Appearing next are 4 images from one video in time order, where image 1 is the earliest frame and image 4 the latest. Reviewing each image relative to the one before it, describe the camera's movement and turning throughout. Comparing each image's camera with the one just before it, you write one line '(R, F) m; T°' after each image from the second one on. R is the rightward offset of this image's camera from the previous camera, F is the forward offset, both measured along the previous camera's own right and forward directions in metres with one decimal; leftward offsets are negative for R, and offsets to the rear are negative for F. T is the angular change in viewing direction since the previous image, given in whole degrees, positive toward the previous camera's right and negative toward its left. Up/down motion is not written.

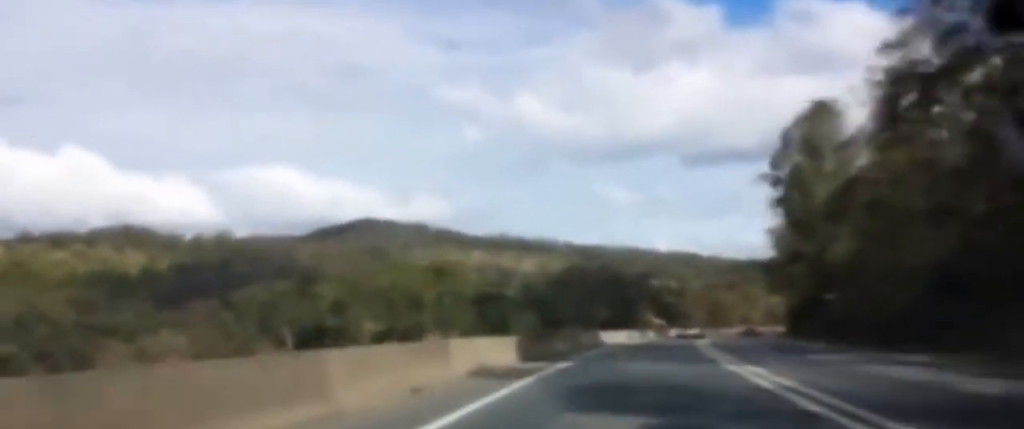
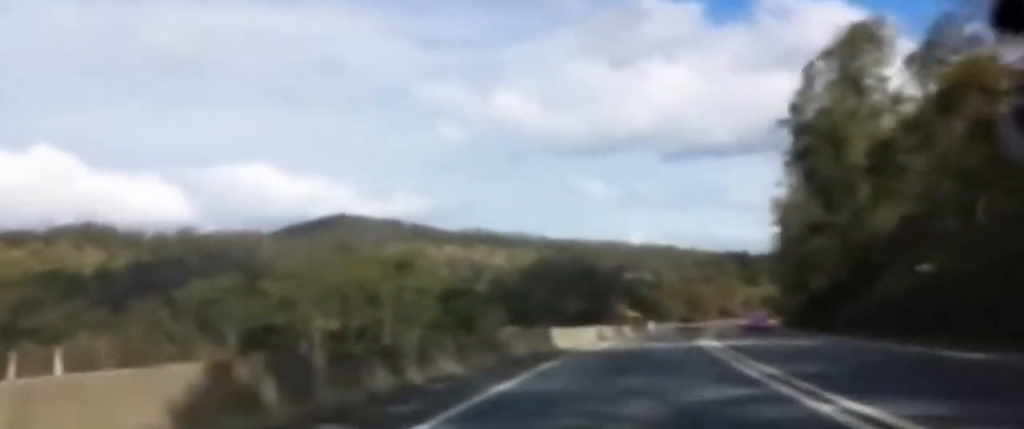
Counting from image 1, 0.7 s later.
(+0.2, +16.3) m; +1°
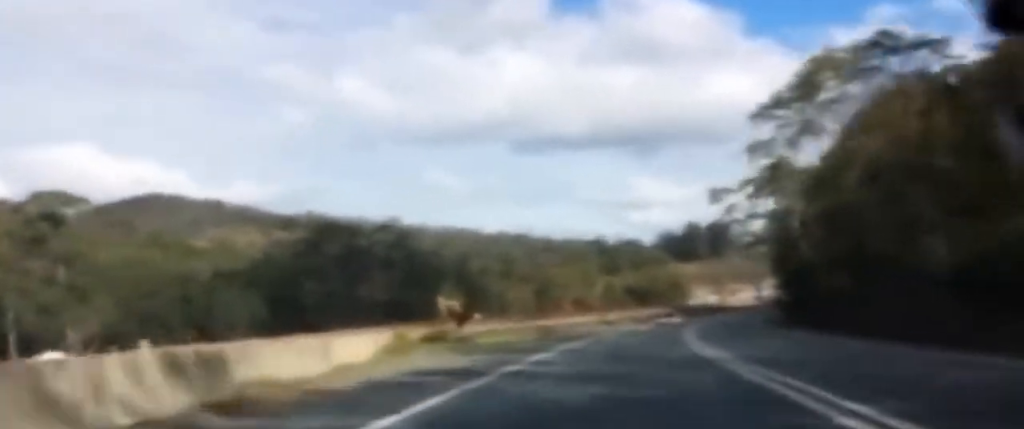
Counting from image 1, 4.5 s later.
(+6.0, +88.6) m; +7°
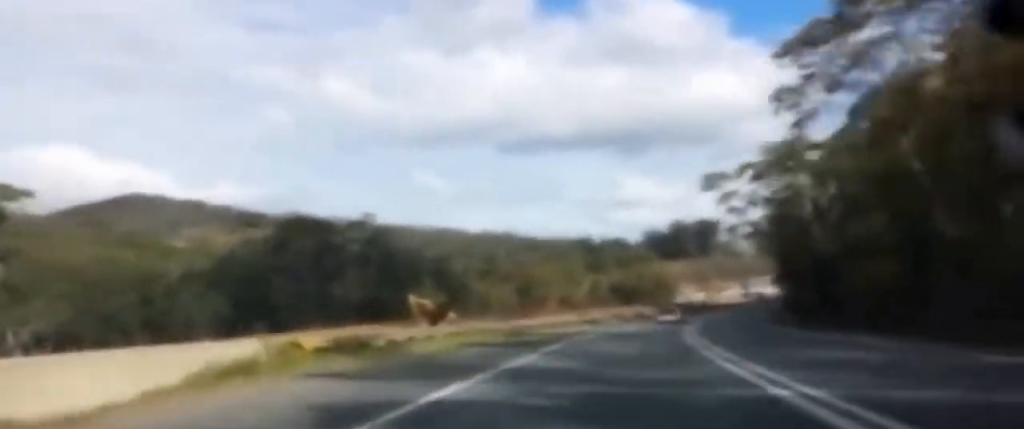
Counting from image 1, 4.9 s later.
(-0.1, +9.9) m; +1°
